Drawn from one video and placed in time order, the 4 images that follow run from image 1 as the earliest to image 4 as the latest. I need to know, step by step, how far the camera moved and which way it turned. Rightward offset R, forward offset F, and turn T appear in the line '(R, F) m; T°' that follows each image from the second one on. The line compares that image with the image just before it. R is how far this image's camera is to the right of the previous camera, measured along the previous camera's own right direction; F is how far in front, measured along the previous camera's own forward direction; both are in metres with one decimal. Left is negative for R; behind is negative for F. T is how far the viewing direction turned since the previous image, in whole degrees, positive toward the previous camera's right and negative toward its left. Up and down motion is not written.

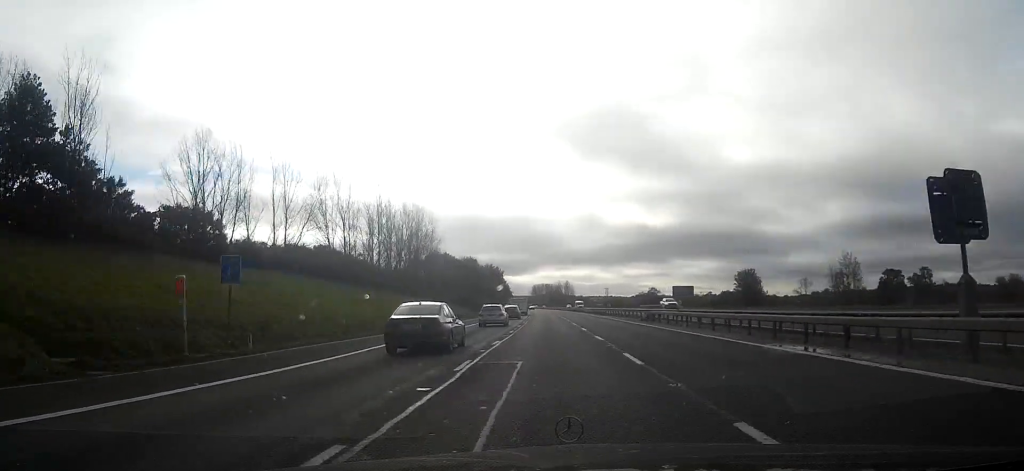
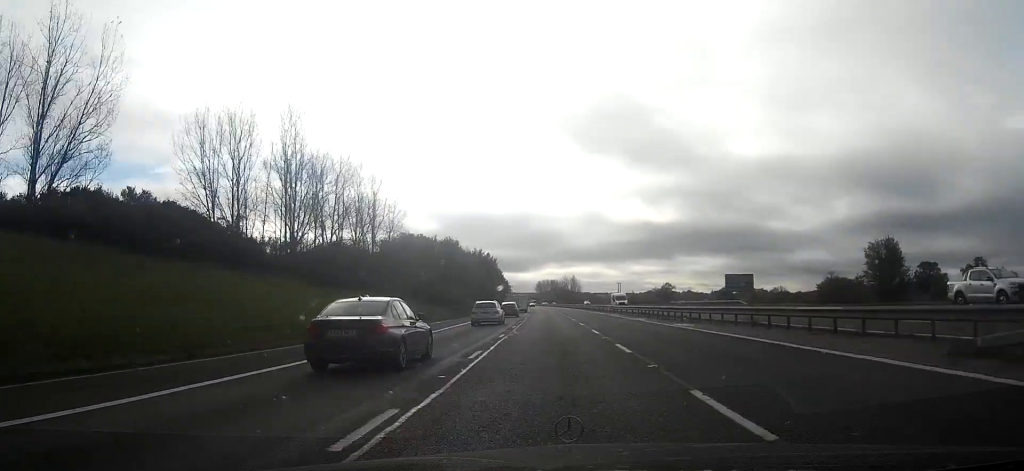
(-0.1, +34.4) m; 0°
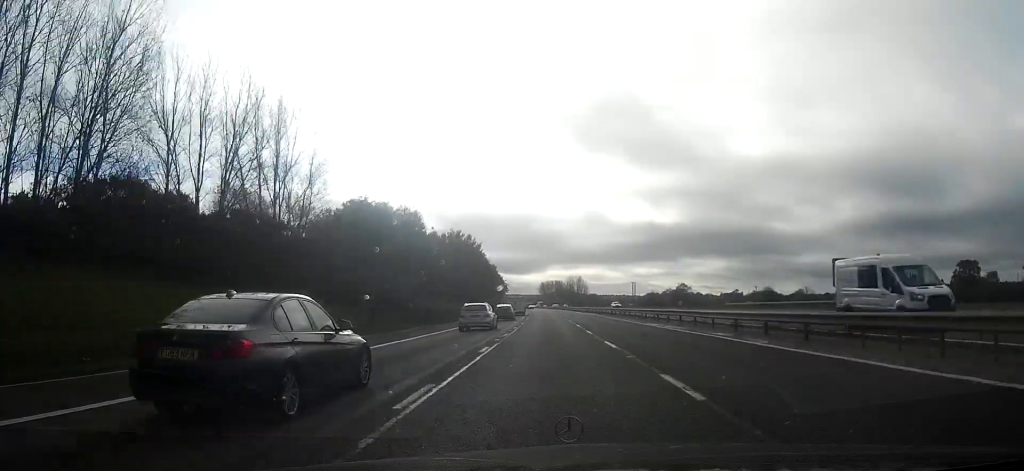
(0.0, +34.5) m; 0°
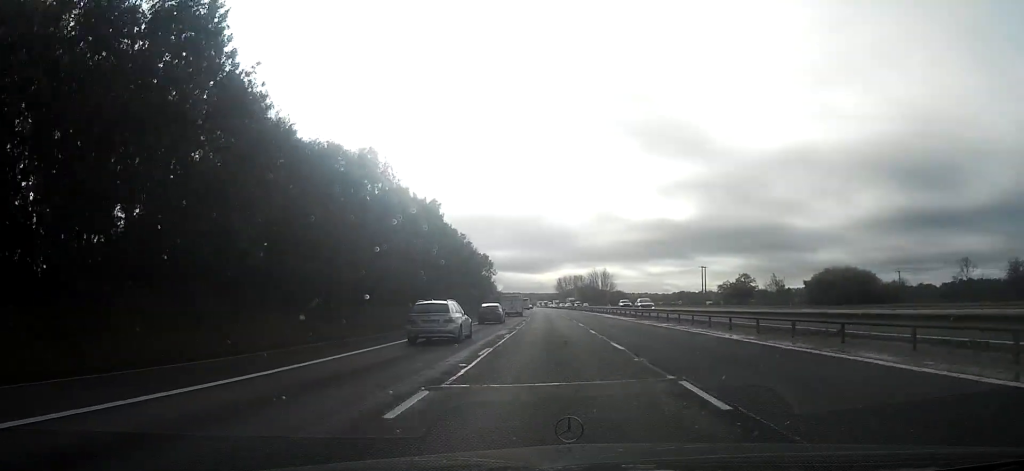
(-1.0, +92.4) m; -1°
